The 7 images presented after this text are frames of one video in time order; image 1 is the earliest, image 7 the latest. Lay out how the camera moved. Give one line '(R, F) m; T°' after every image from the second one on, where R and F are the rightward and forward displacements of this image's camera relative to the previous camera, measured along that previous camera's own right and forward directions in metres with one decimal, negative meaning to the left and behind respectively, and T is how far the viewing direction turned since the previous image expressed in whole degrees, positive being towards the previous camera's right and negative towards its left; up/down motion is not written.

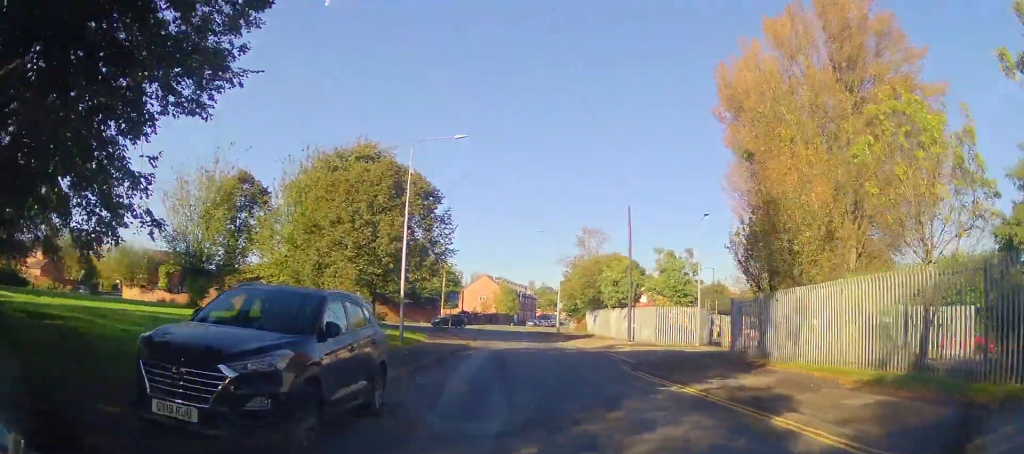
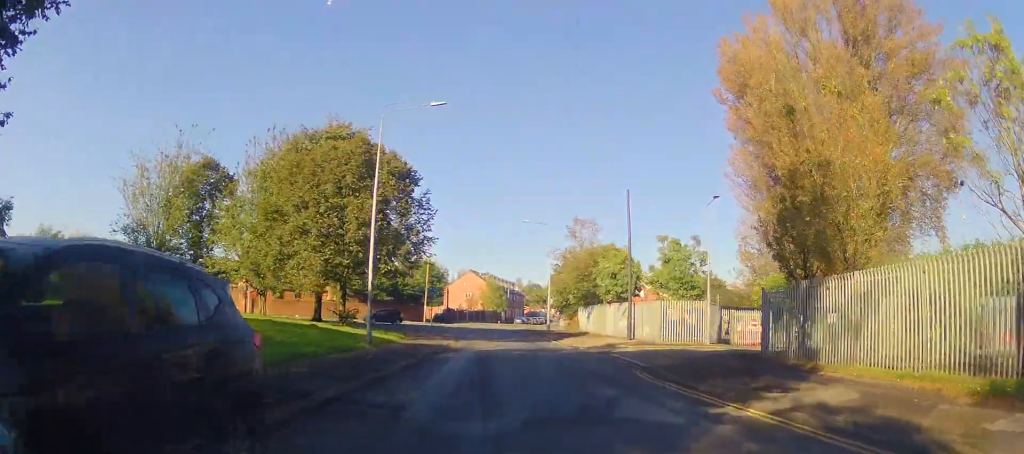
(+0.1, +3.8) m; +1°
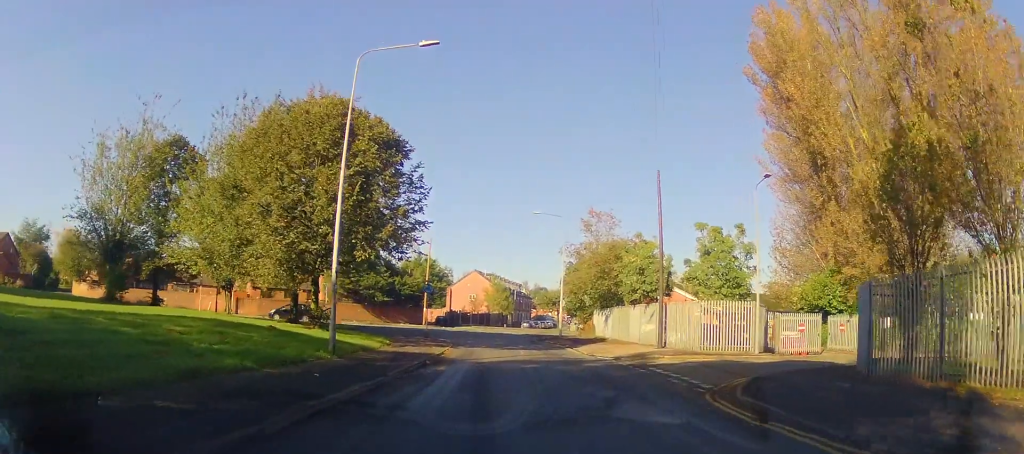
(0.0, +5.6) m; -2°
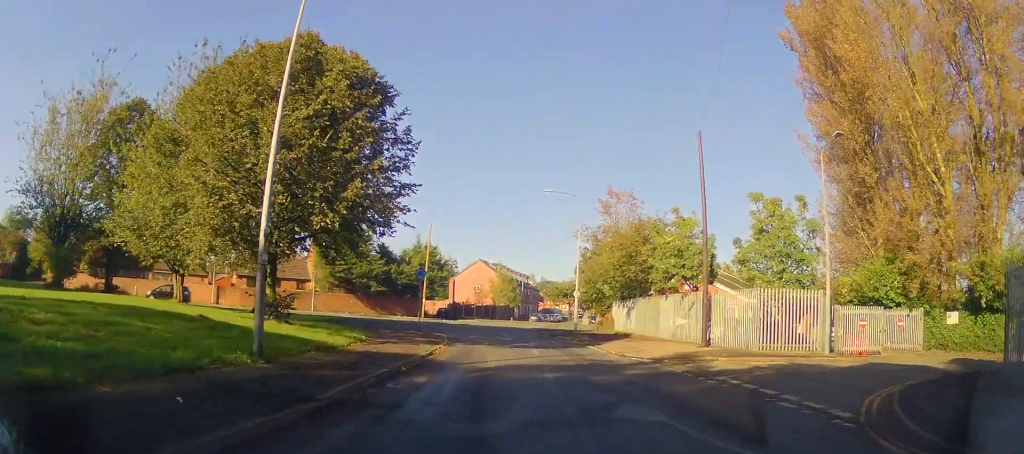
(-0.2, +5.6) m; -2°
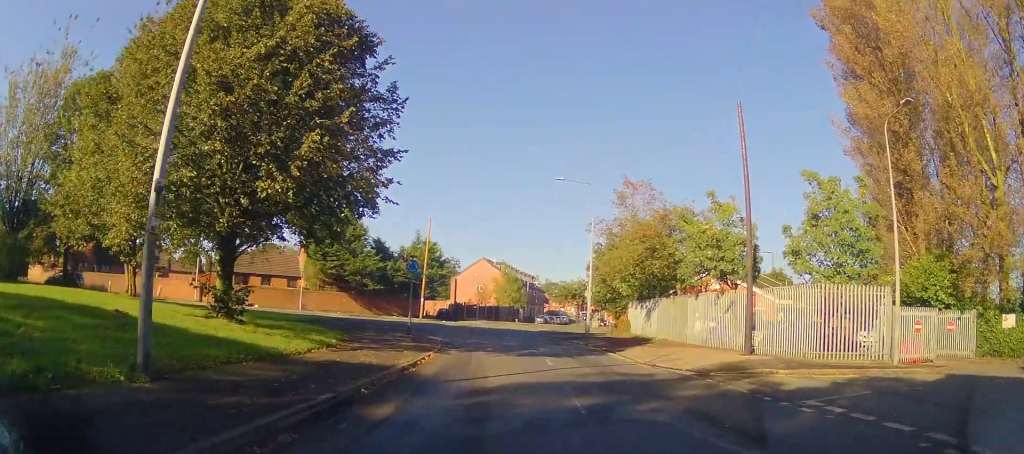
(0.0, +4.3) m; 0°
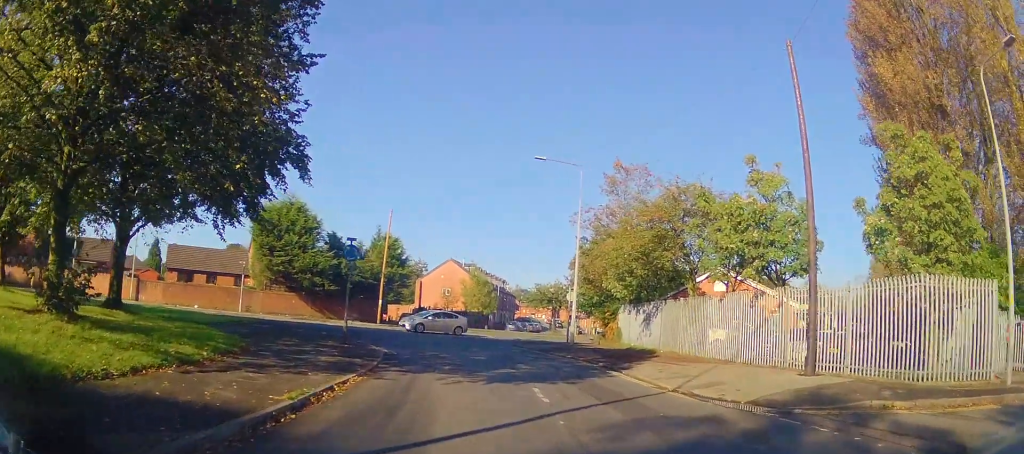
(+0.2, +6.8) m; +14°
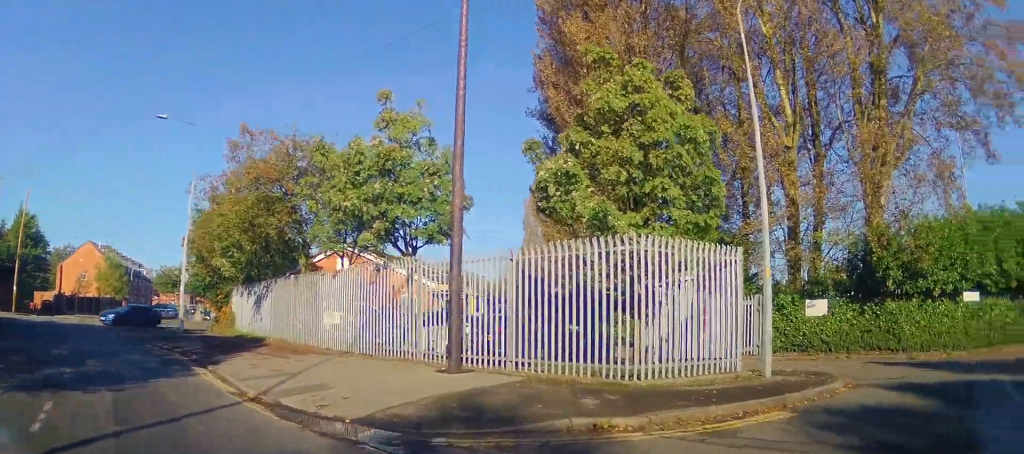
(+1.4, +3.6) m; +46°
